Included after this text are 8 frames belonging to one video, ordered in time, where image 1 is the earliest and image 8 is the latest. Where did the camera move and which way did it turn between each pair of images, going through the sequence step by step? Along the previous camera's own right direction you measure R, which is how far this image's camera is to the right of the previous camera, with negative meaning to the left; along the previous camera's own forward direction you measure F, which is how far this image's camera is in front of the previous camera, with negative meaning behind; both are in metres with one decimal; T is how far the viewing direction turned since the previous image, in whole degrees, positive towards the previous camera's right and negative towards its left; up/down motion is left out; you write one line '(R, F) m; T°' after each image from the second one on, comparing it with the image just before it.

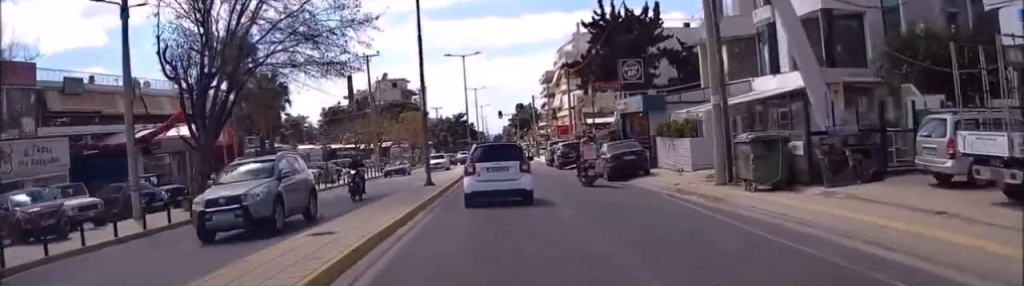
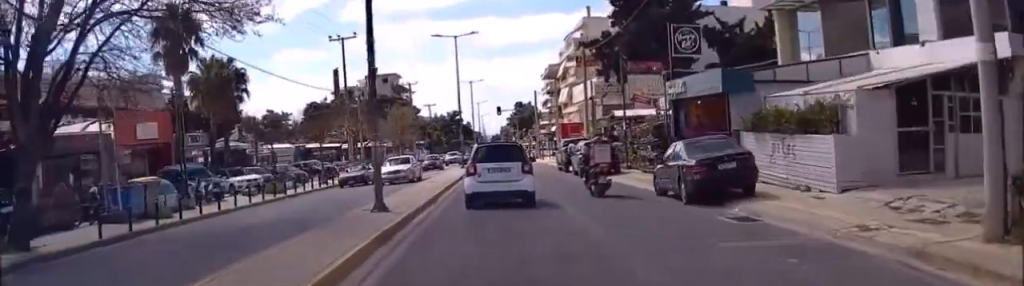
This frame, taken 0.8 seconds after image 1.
(+0.1, +10.7) m; +2°
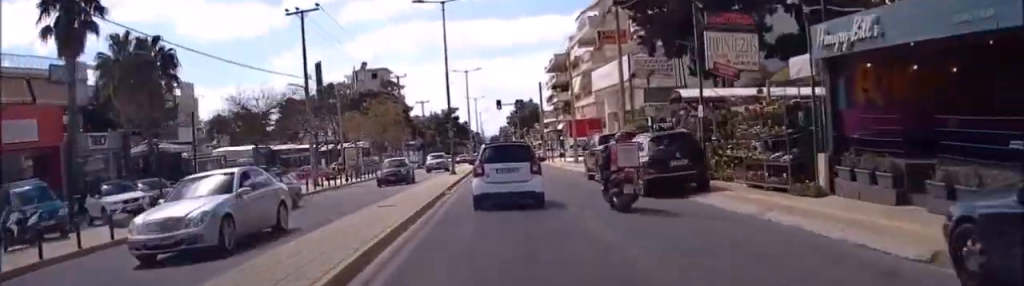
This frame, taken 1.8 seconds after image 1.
(+0.3, +12.6) m; +2°
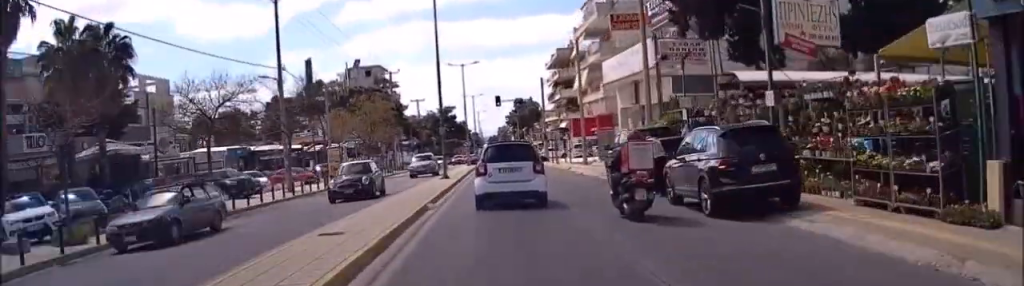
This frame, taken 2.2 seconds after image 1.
(+0.1, +5.8) m; 0°
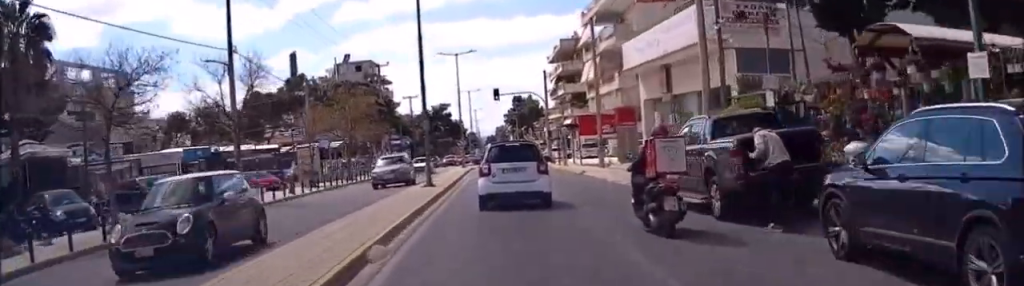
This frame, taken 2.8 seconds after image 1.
(0.0, +8.1) m; -1°
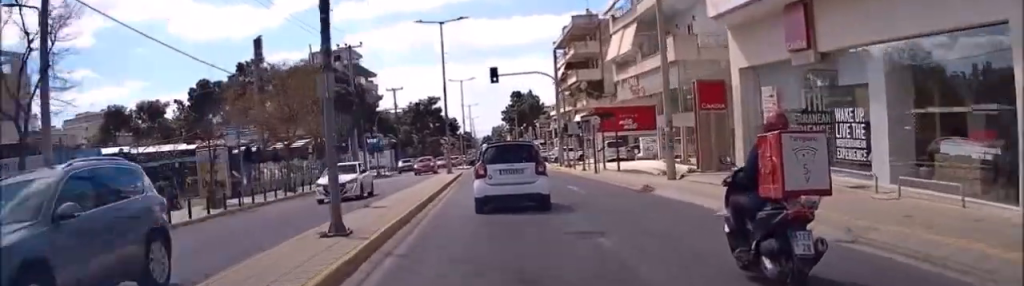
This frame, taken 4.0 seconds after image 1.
(-0.4, +16.7) m; -2°
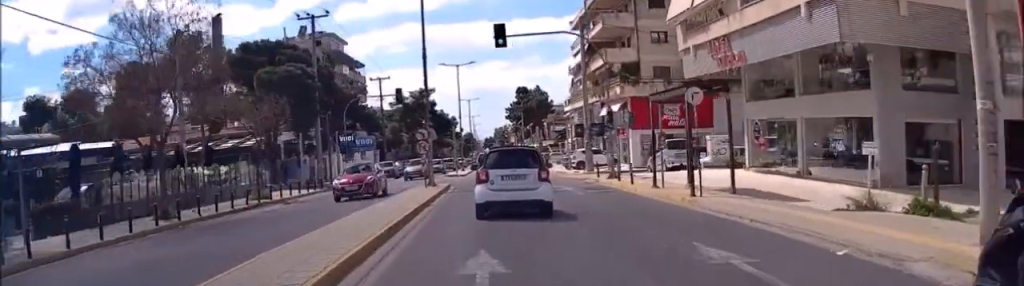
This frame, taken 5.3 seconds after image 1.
(-0.1, +16.6) m; -1°
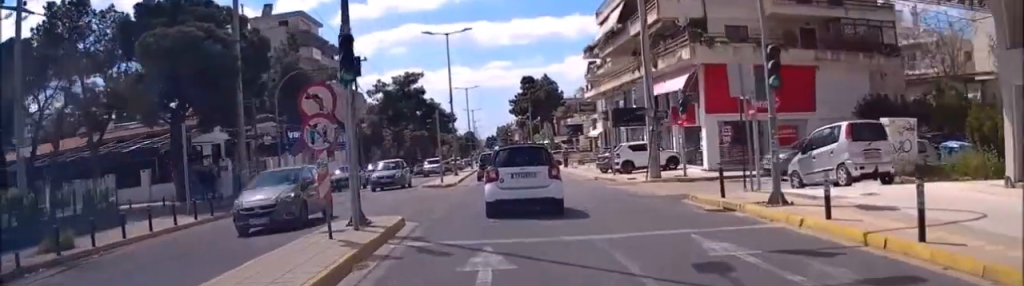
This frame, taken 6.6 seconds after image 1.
(0.0, +16.4) m; 0°
